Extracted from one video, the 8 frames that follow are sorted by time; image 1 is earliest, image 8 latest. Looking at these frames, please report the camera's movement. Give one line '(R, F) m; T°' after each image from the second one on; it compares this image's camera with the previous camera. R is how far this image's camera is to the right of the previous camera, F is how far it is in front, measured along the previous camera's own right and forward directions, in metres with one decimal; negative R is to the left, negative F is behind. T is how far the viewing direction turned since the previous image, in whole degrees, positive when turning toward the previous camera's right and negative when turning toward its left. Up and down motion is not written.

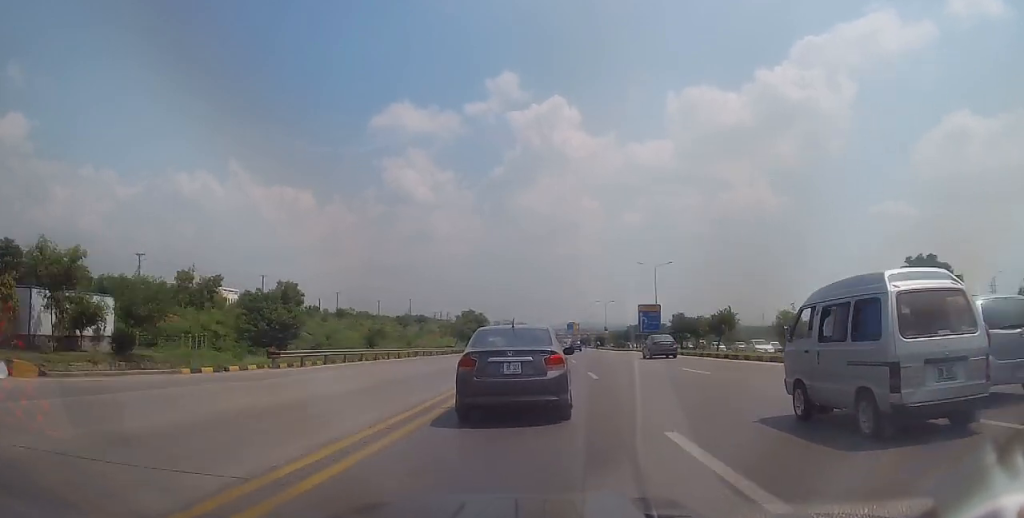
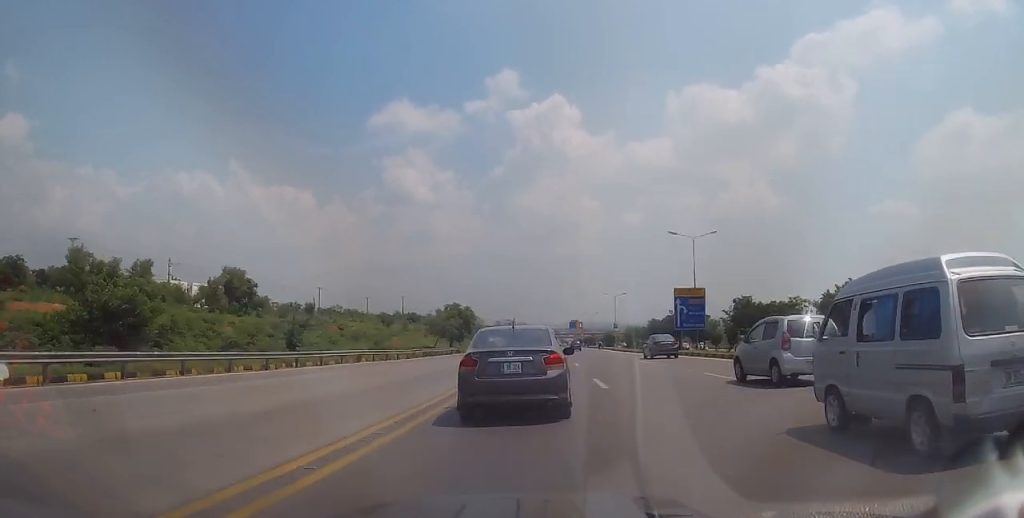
(-0.3, +19.6) m; -1°
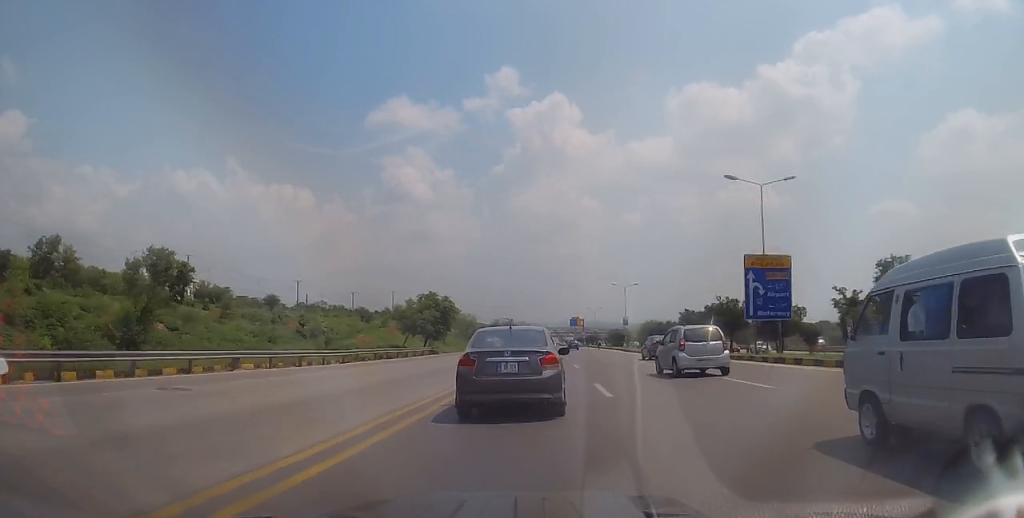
(0.0, +18.6) m; +1°
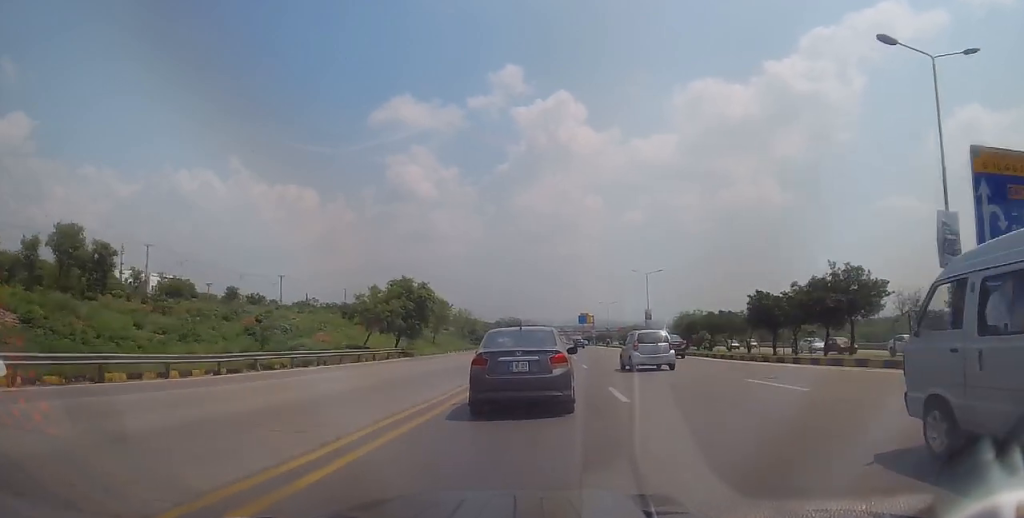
(+0.2, +17.4) m; 0°
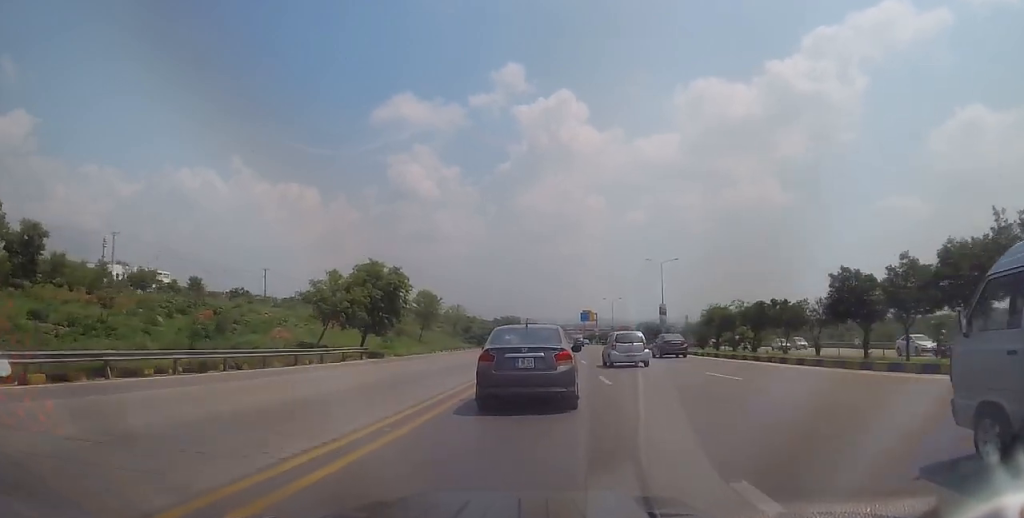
(0.0, +11.0) m; 0°
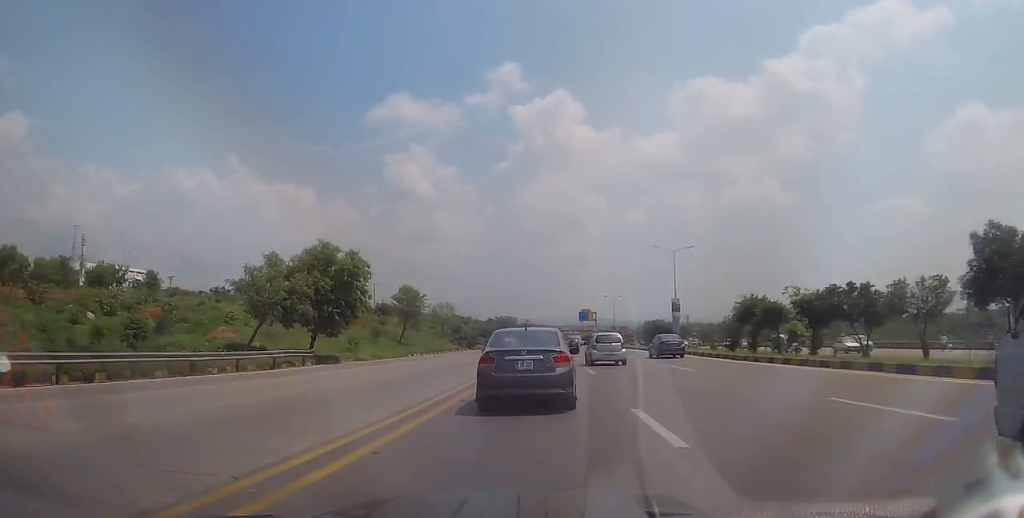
(-0.3, +9.9) m; +1°
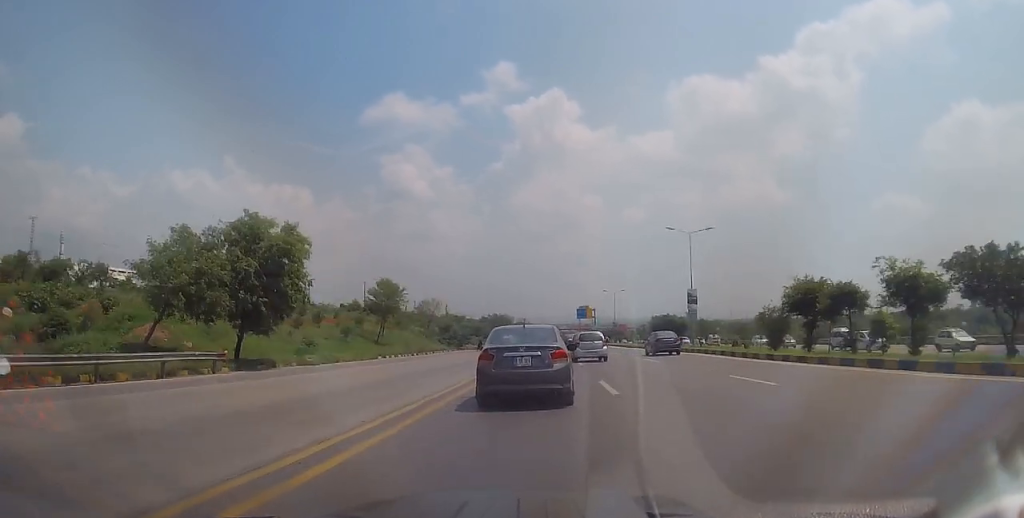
(+0.2, +9.4) m; 0°
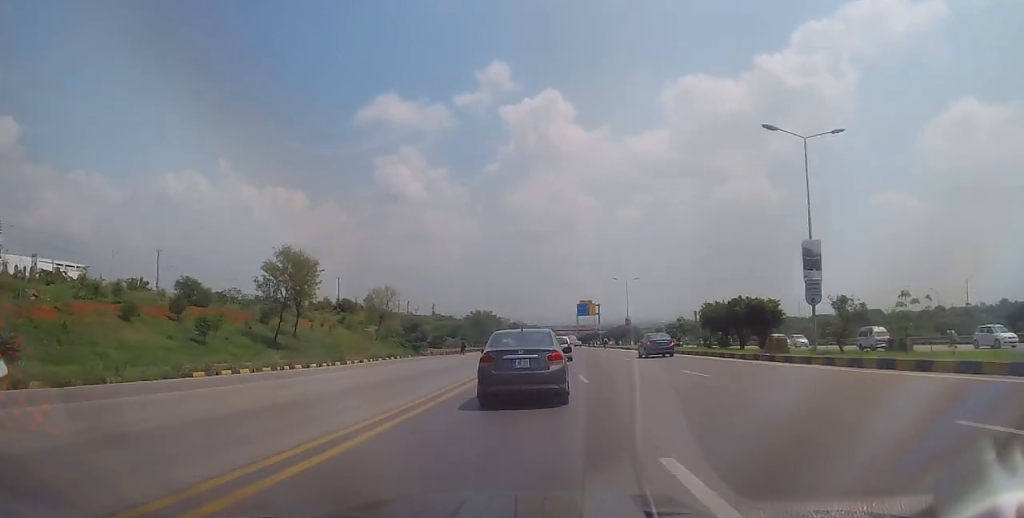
(-0.3, +27.1) m; -1°
